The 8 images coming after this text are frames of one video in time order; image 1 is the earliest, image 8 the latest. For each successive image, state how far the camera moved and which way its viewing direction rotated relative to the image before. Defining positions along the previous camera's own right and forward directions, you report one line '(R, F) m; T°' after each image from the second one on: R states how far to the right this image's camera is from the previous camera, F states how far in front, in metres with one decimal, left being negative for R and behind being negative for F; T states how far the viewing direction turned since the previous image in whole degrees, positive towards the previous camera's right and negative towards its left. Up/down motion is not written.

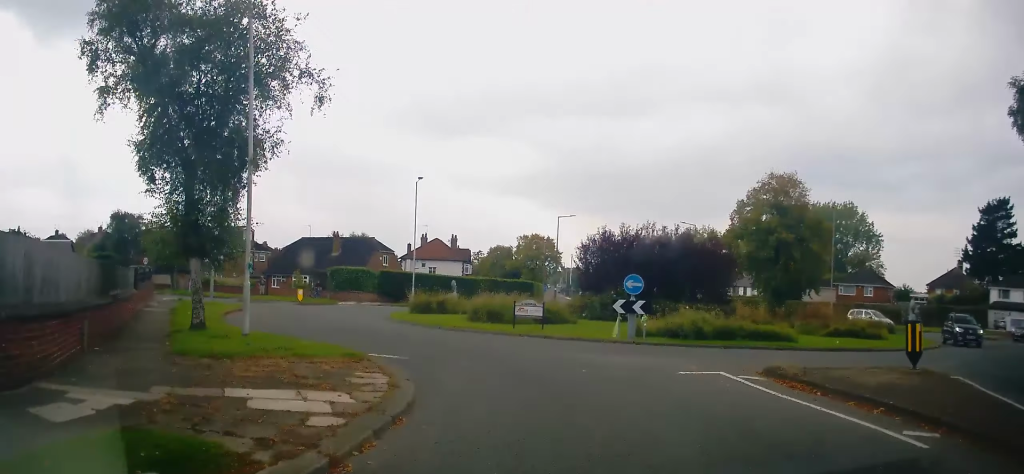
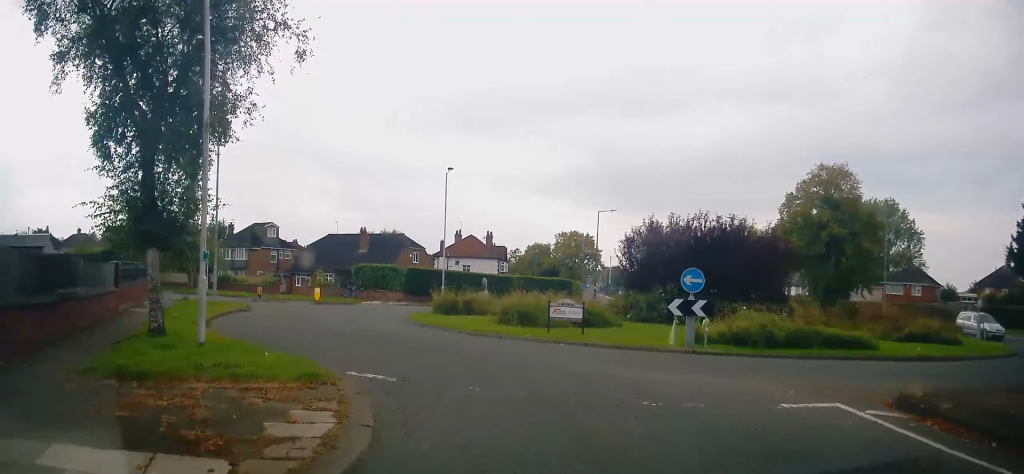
(-0.3, +3.8) m; +4°
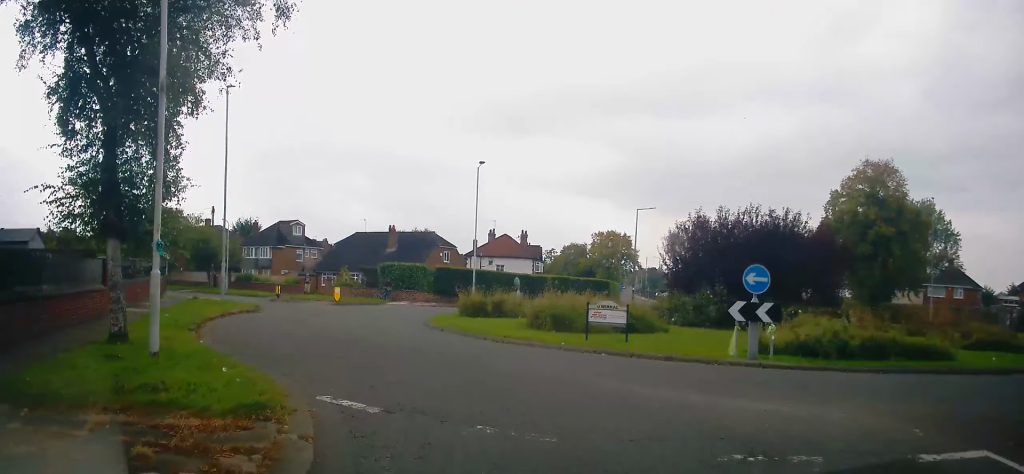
(+0.3, +3.0) m; +1°
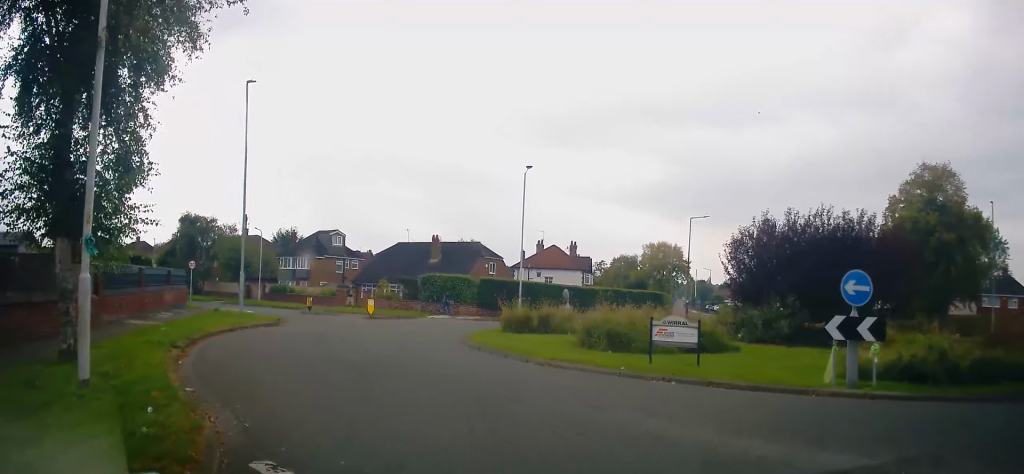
(-0.2, +3.4) m; -12°
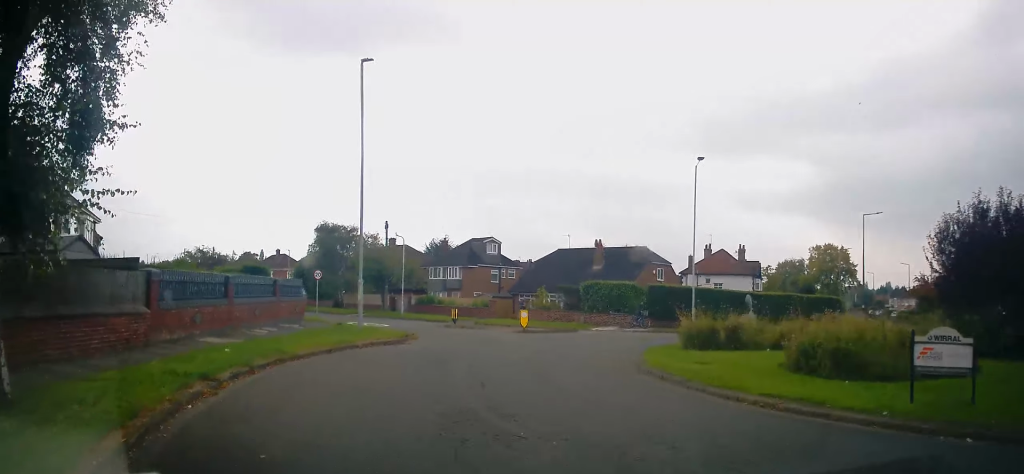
(-0.3, +4.1) m; -12°
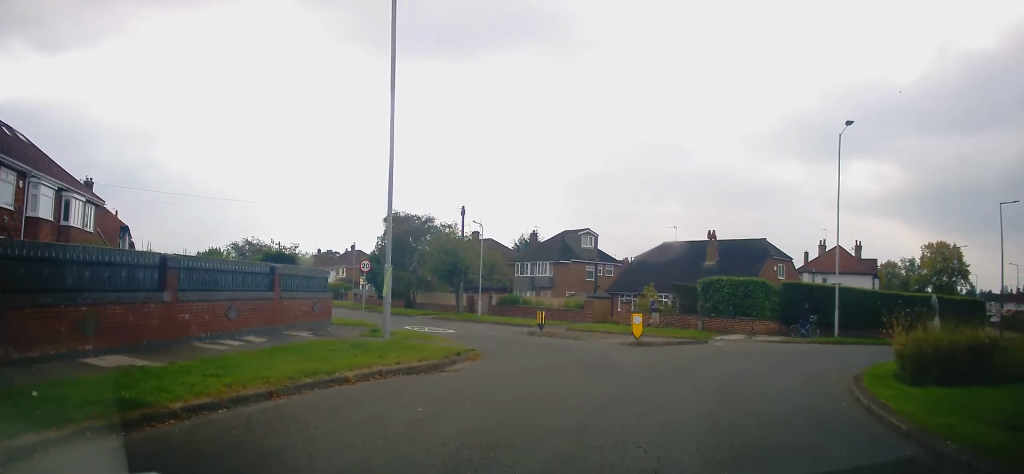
(-0.9, +7.3) m; -6°
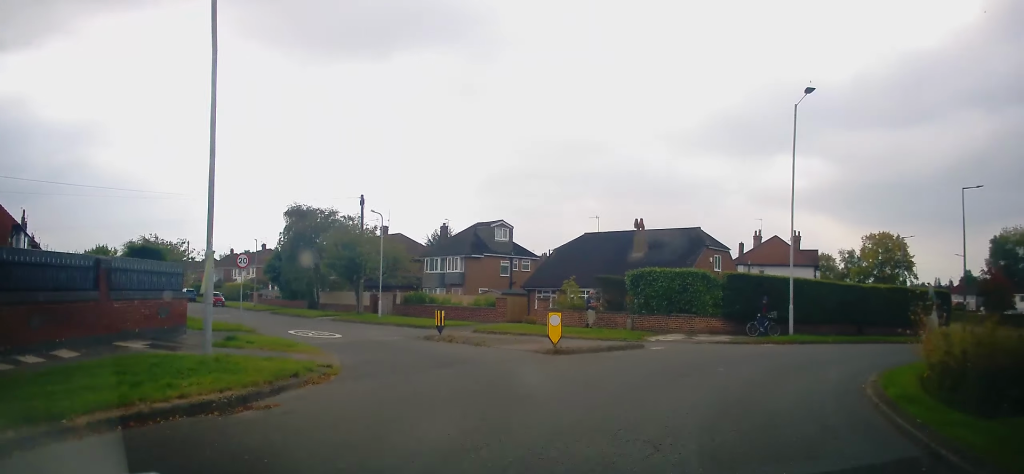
(-0.2, +4.1) m; +4°
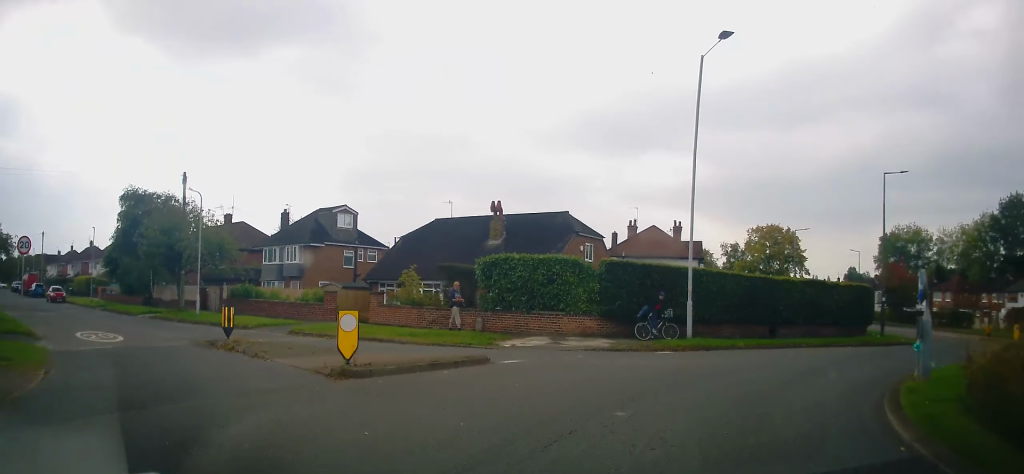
(+0.6, +5.6) m; +12°
